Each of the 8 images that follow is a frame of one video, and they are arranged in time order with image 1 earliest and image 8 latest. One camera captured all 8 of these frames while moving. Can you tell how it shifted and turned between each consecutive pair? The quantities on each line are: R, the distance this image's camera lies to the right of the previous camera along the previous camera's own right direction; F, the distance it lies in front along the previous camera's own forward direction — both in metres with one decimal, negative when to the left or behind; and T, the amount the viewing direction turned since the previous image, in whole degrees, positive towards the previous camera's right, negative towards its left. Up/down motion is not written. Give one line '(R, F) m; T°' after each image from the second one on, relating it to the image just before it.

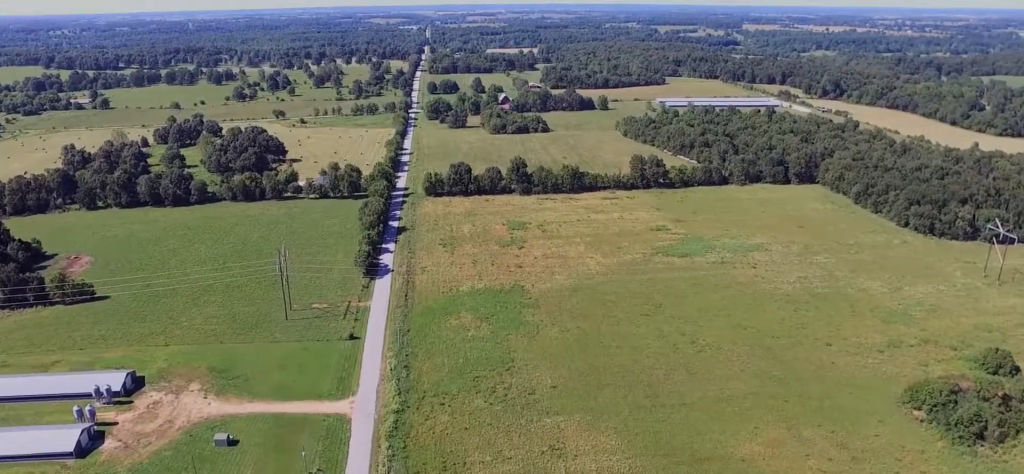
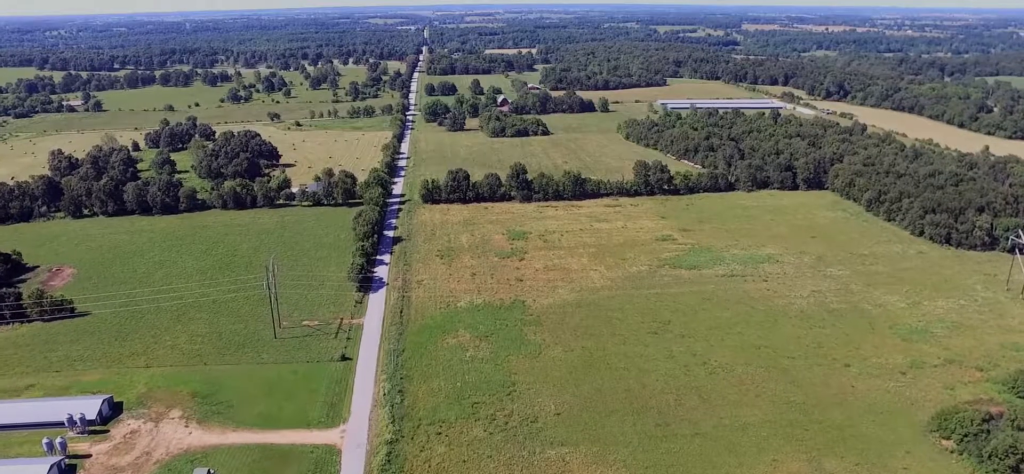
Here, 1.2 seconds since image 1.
(0.0, +16.6) m; 0°
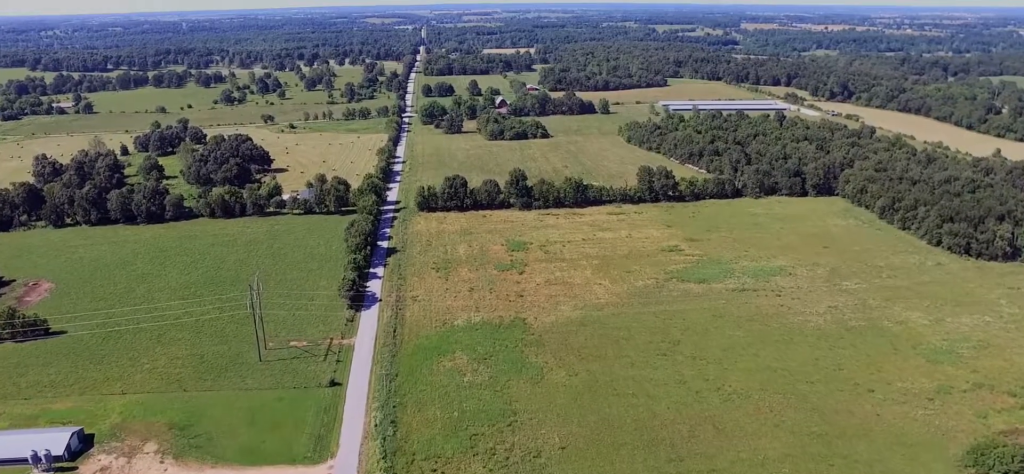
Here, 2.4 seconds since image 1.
(0.0, +17.6) m; 0°
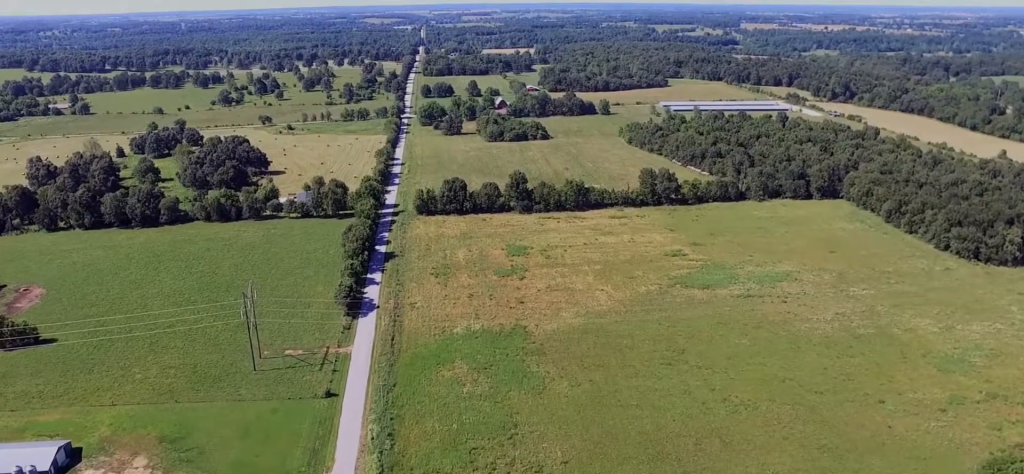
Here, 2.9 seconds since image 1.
(0.0, +6.5) m; 0°
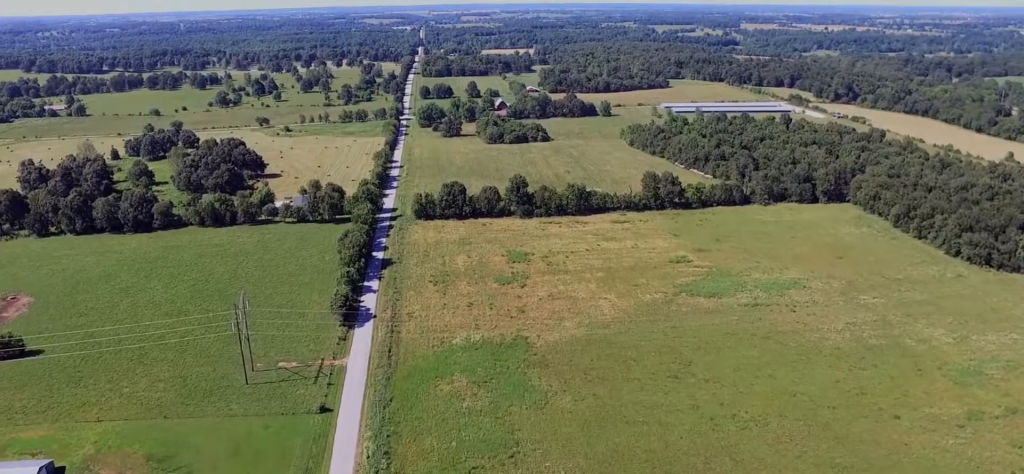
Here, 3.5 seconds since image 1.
(0.0, +8.5) m; 0°
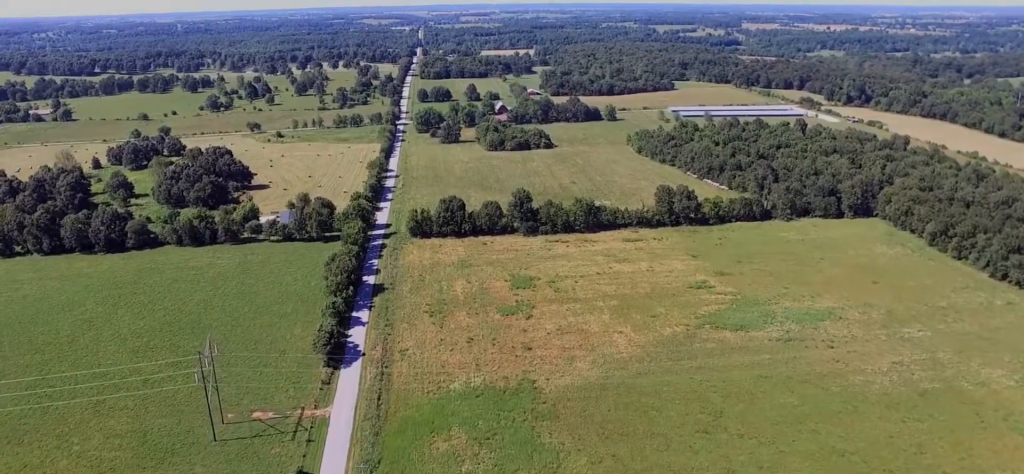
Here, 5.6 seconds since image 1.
(+0.3, +28.3) m; +1°
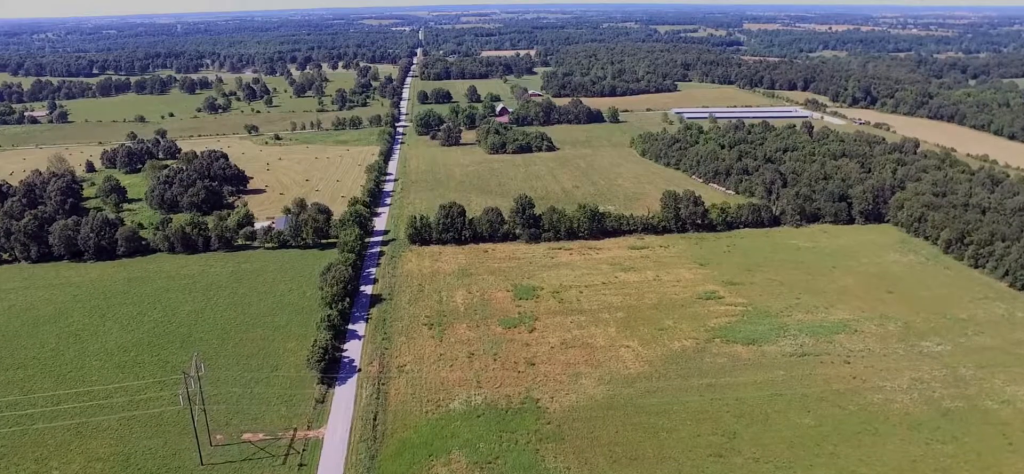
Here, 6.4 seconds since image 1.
(0.0, +10.3) m; 0°
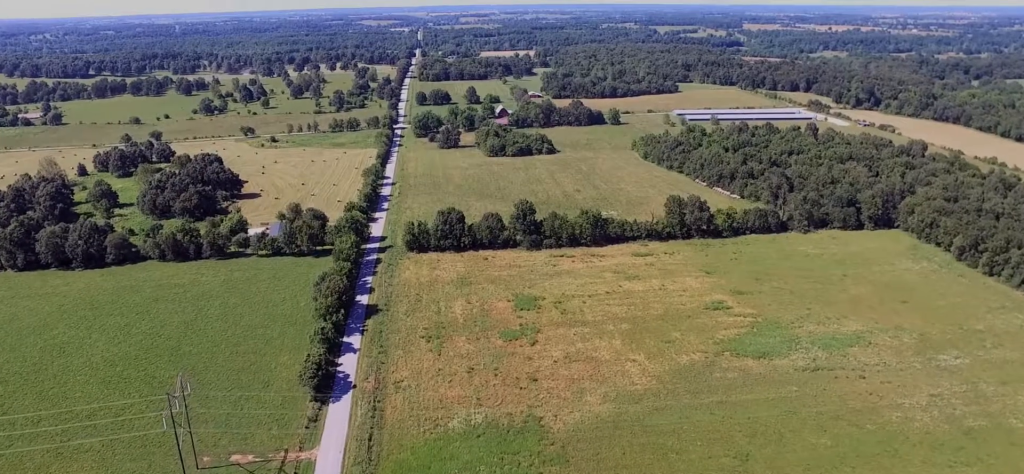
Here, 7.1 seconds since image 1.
(0.0, +9.9) m; -1°
